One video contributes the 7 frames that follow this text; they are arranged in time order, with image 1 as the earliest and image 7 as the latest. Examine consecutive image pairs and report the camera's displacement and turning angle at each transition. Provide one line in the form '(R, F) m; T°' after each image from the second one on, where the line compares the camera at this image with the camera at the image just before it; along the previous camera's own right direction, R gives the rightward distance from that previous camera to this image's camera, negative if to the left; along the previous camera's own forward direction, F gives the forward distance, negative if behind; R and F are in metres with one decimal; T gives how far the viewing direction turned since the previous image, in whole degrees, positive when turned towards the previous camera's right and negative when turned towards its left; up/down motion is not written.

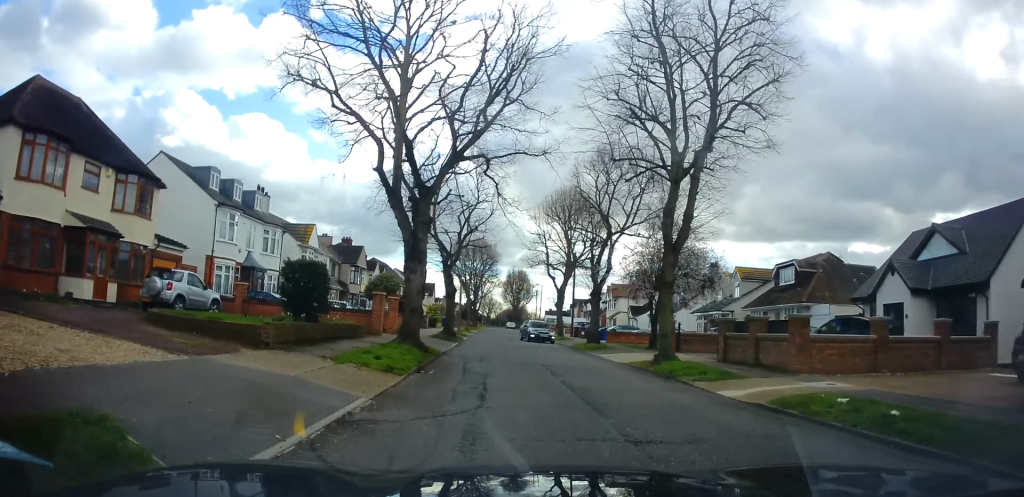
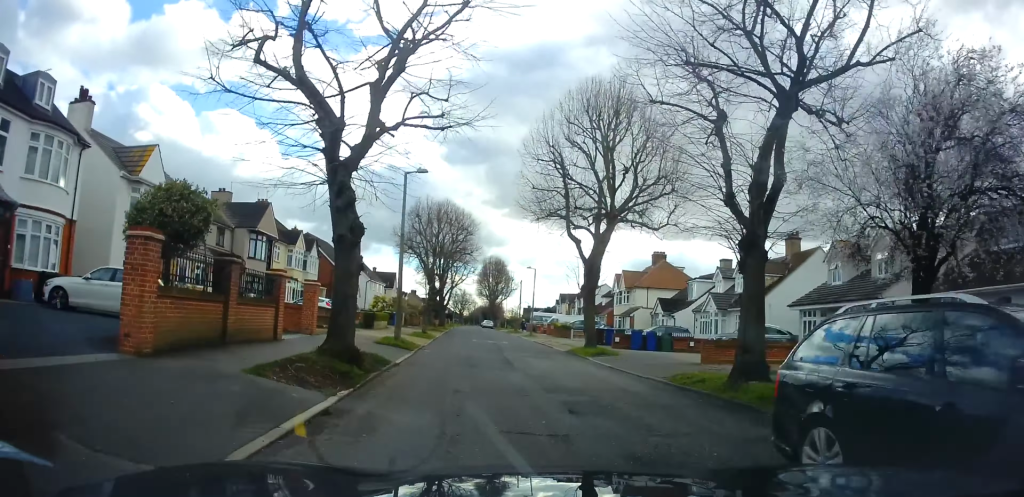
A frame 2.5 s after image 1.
(+0.2, +19.9) m; +2°
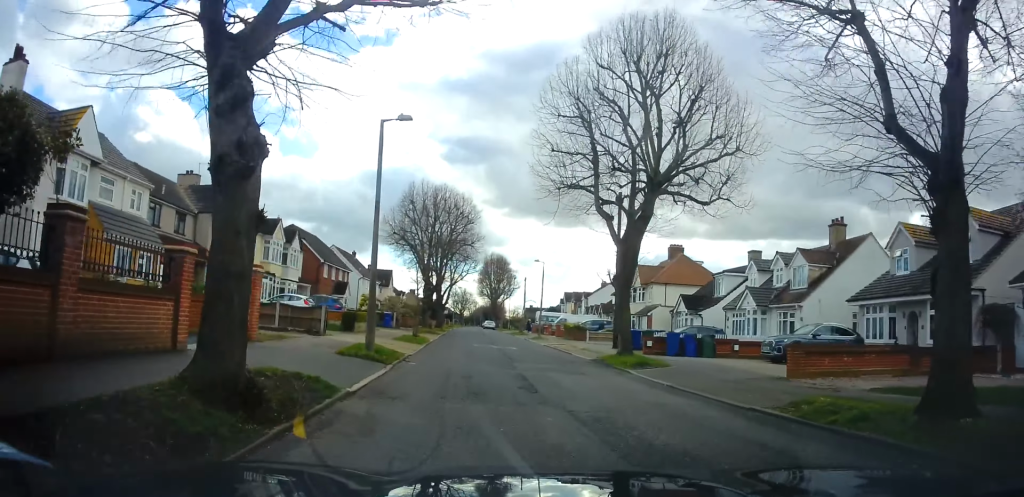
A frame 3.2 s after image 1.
(0.0, +5.2) m; -1°
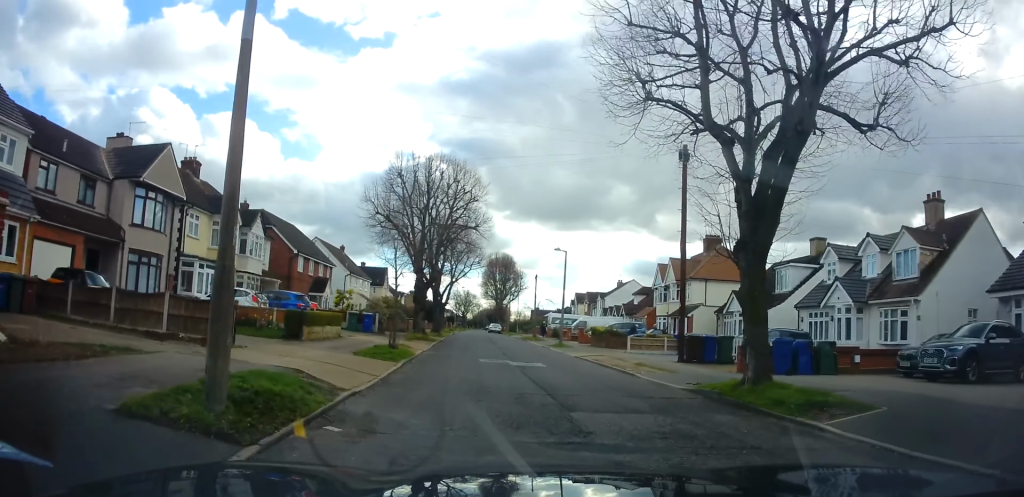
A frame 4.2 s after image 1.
(-0.2, +8.9) m; 0°
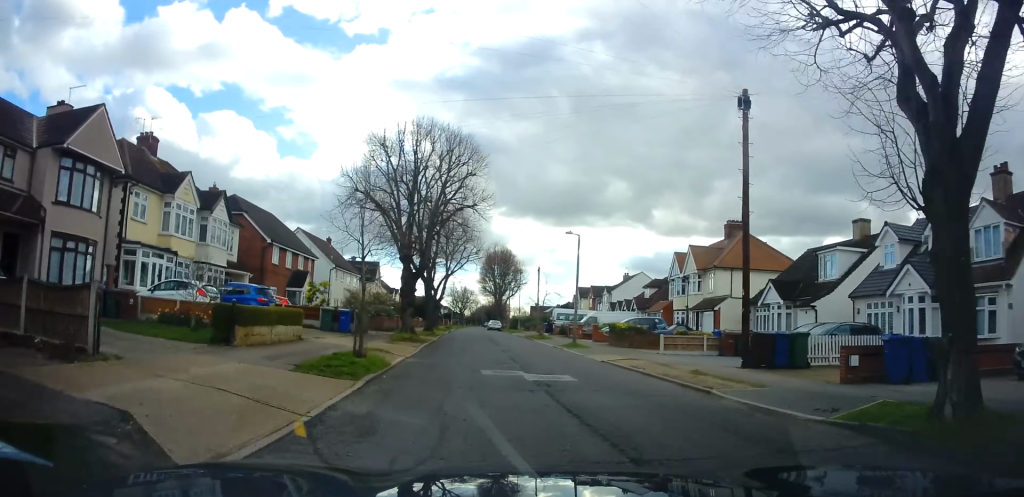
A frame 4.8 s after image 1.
(+0.1, +5.1) m; 0°
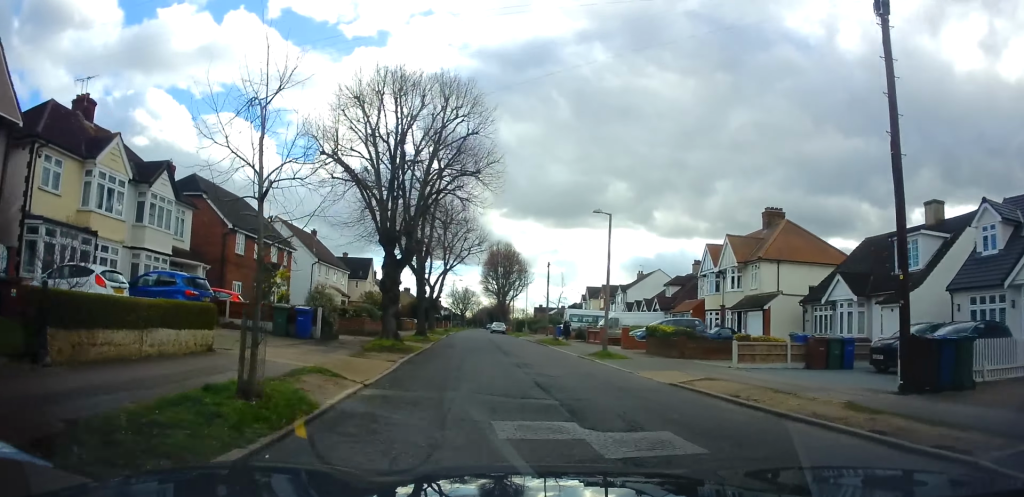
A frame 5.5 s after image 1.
(+0.2, +6.5) m; 0°
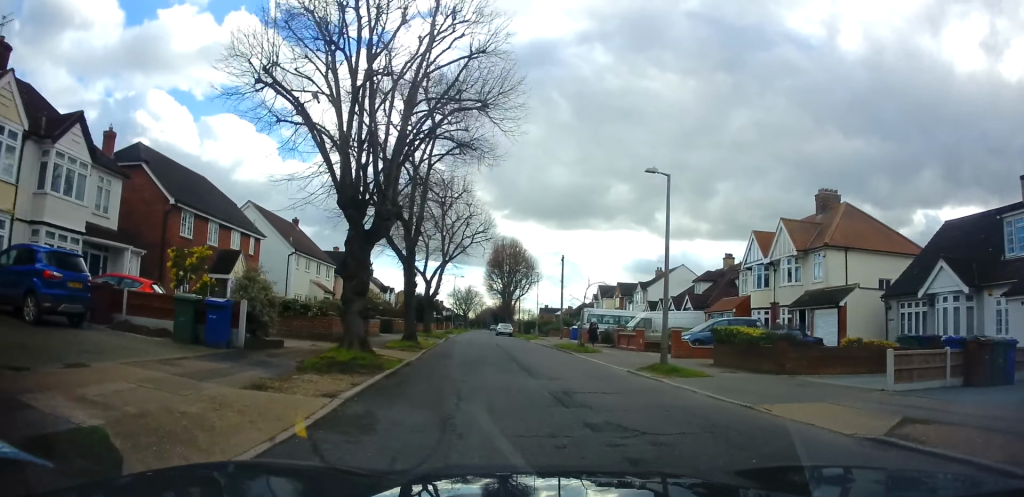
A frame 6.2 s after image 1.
(-0.2, +6.9) m; 0°
